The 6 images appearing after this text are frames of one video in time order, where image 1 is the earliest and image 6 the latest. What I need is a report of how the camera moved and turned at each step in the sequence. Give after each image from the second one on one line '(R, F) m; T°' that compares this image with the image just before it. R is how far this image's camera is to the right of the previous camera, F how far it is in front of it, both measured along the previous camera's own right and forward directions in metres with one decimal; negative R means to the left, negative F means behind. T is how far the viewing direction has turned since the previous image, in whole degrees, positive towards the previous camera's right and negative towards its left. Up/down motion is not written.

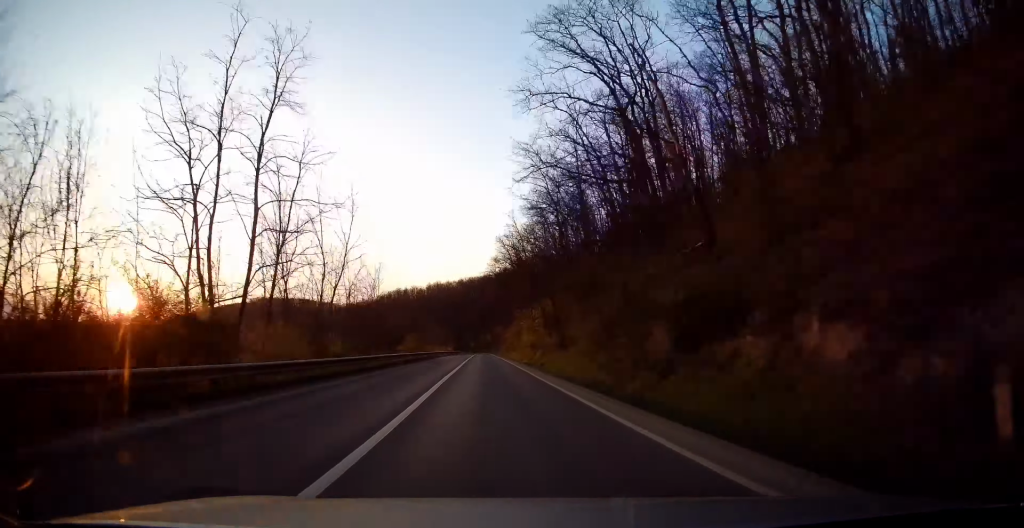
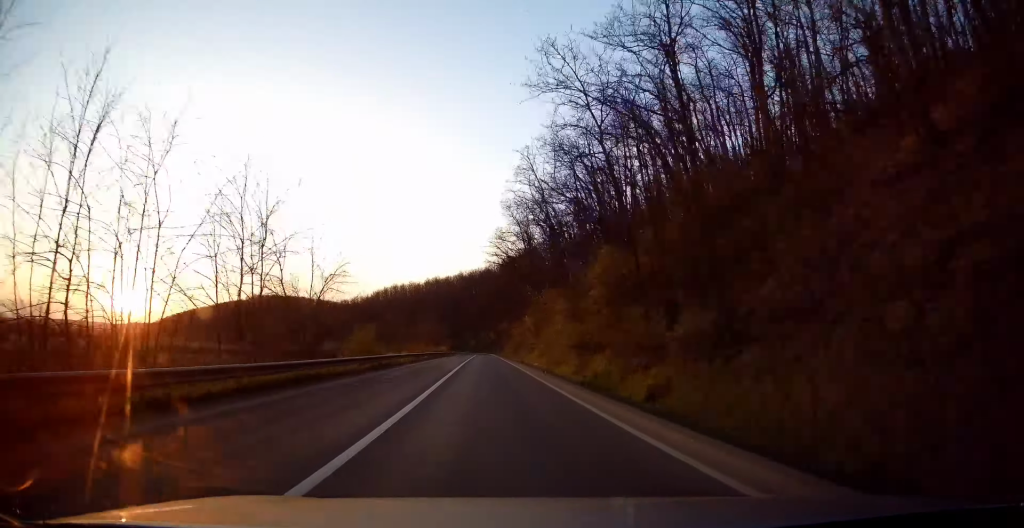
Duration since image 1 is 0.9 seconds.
(+0.1, +24.6) m; 0°
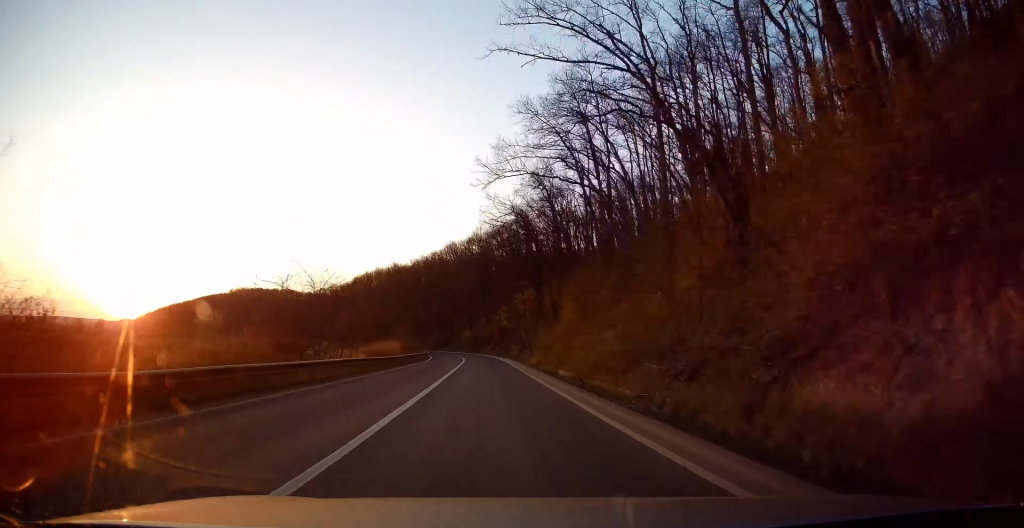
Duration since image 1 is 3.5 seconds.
(-0.4, +67.9) m; 0°
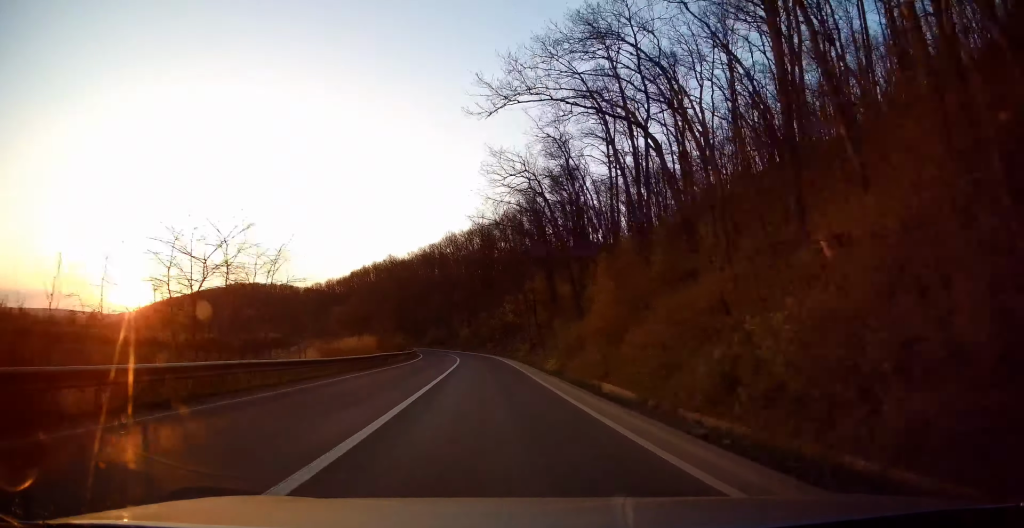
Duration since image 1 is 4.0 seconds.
(+0.1, +11.4) m; 0°
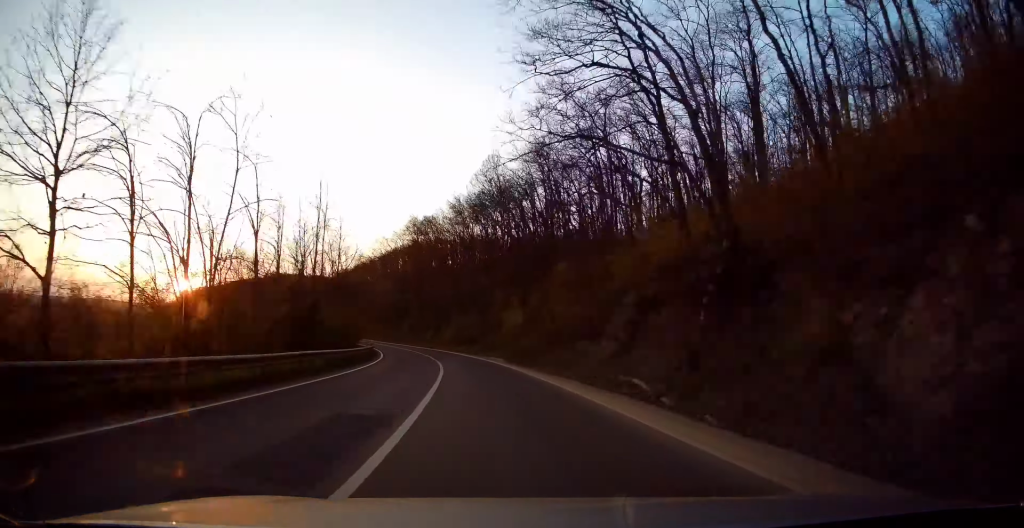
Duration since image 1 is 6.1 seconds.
(-0.9, +56.1) m; -4°
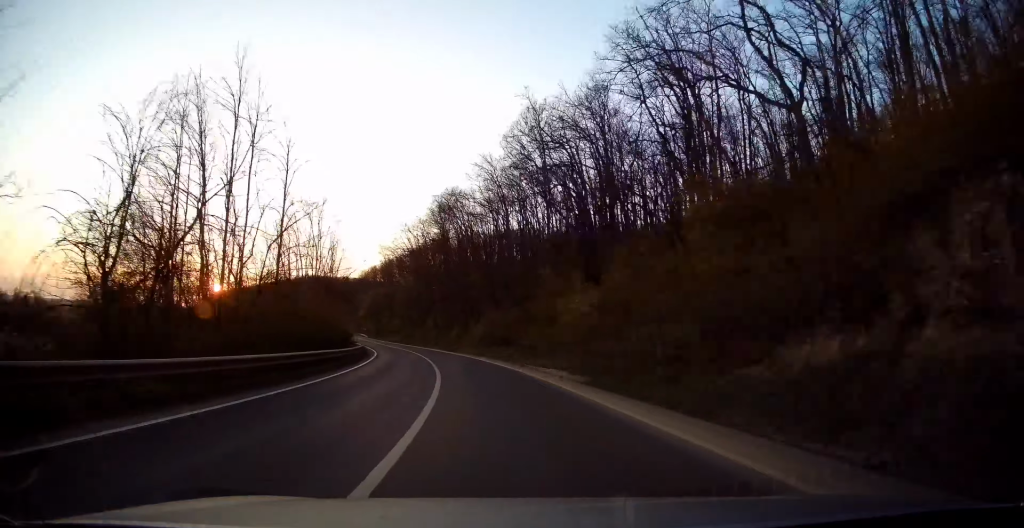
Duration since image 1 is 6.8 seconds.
(-0.6, +18.0) m; -4°
